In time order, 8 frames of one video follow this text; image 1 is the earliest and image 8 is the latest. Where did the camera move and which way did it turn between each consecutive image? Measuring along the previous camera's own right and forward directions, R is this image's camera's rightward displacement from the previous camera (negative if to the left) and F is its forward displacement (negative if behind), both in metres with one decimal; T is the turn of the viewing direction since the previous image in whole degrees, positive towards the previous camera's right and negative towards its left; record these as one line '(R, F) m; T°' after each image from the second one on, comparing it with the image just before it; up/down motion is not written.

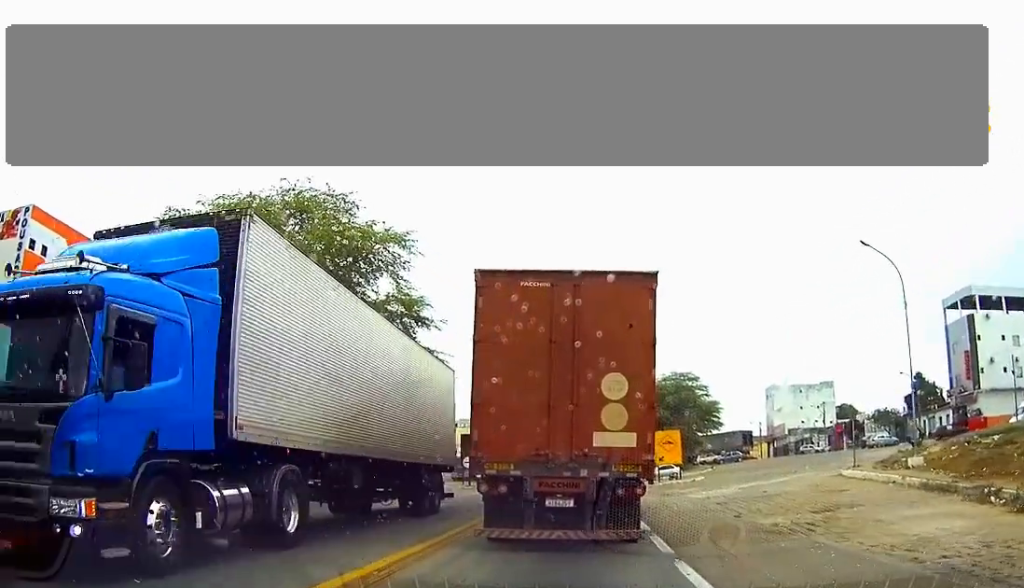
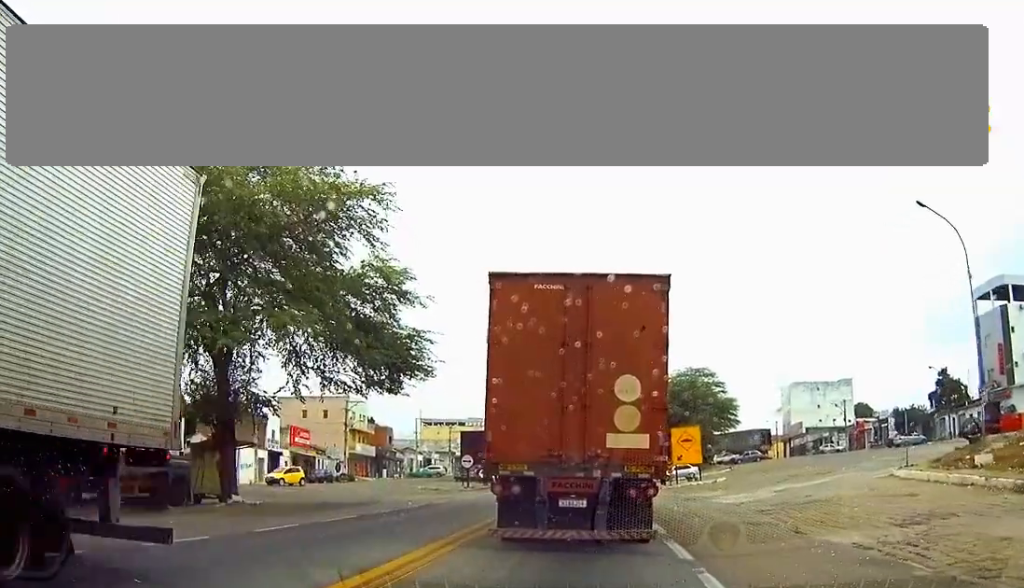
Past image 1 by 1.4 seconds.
(-0.1, +5.6) m; +1°
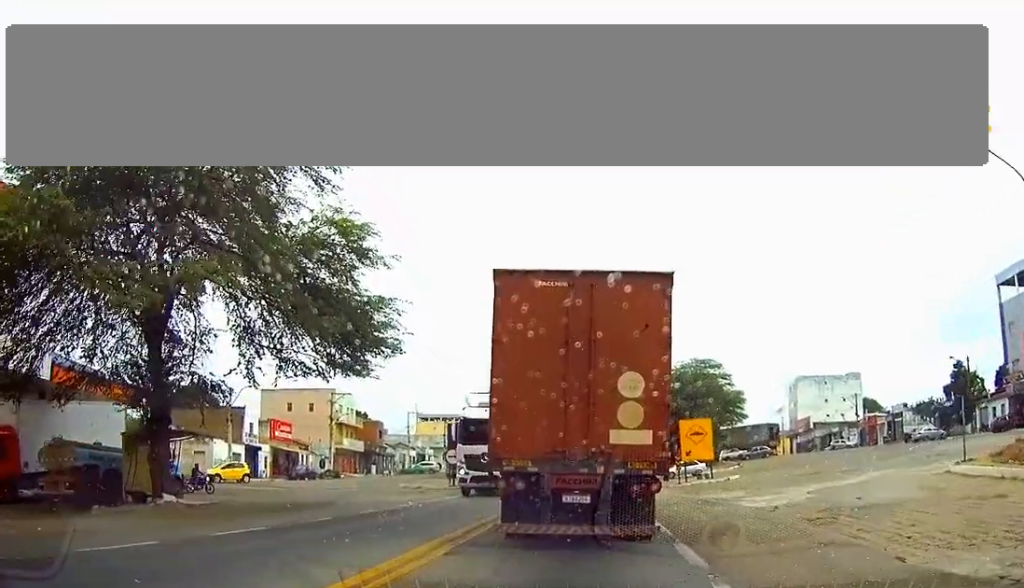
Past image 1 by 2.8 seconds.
(+0.1, +5.4) m; -1°
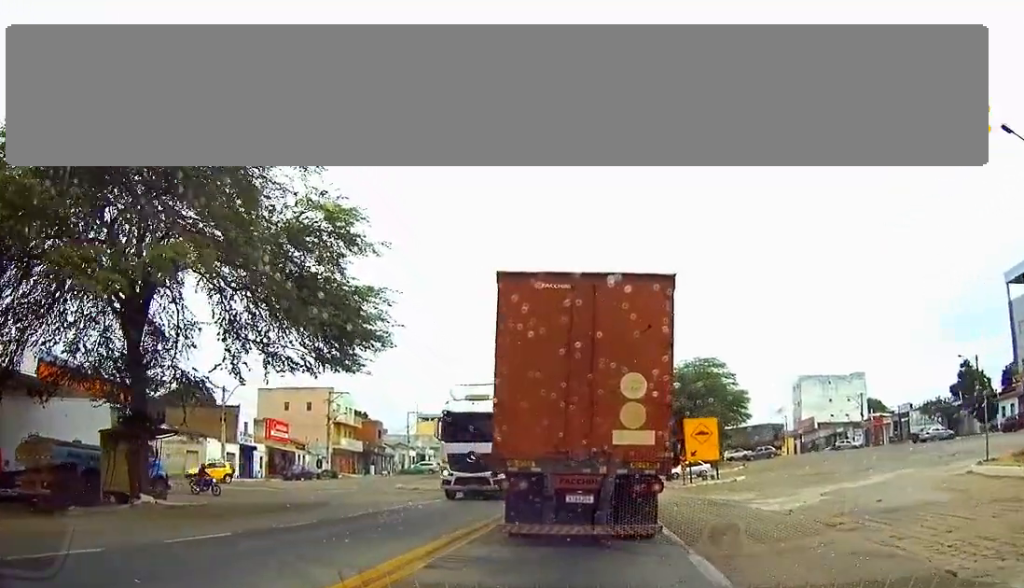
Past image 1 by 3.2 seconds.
(0.0, +1.6) m; -1°
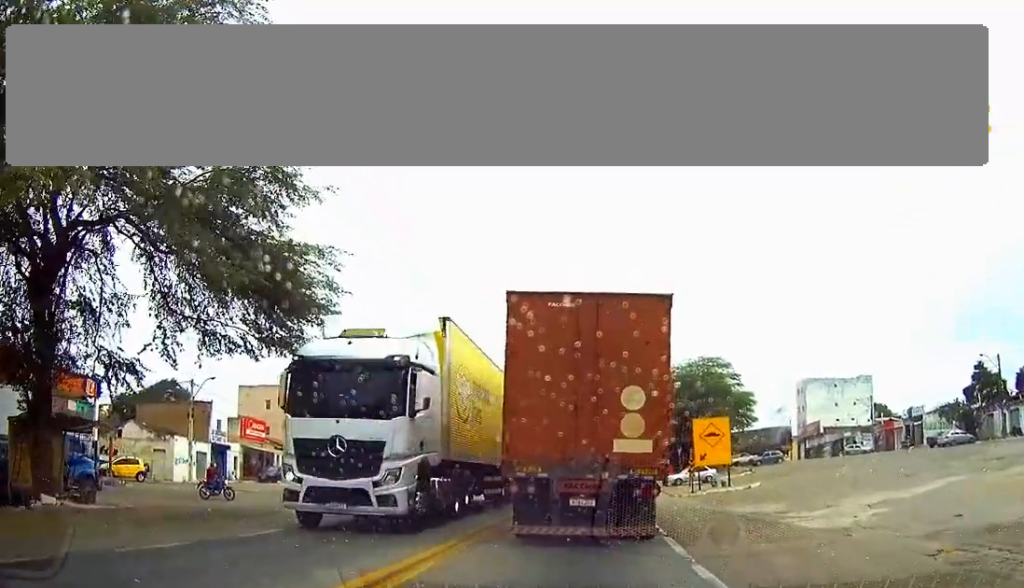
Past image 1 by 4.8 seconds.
(-0.2, +5.3) m; 0°
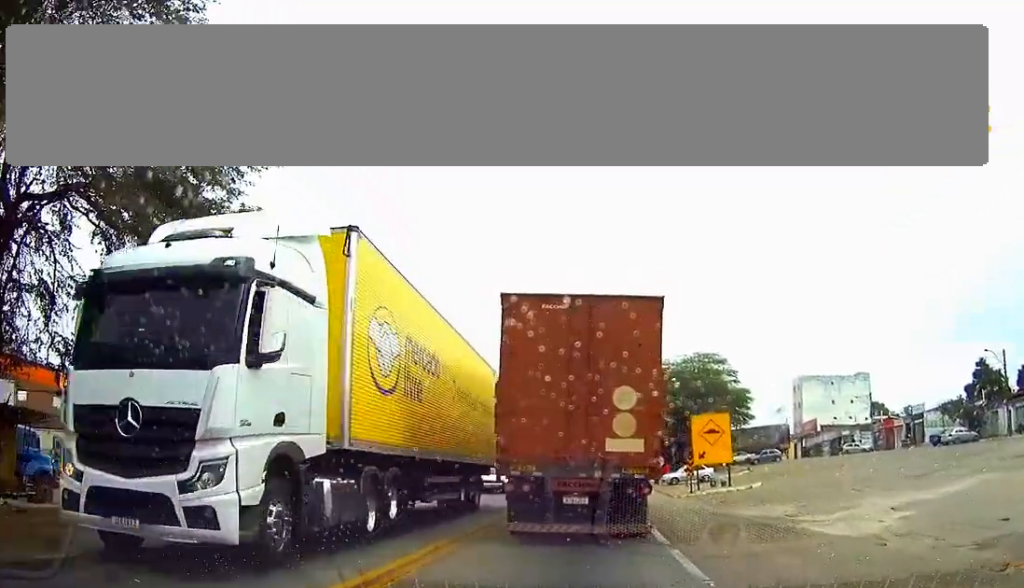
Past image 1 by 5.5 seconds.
(+0.1, +2.3) m; +3°
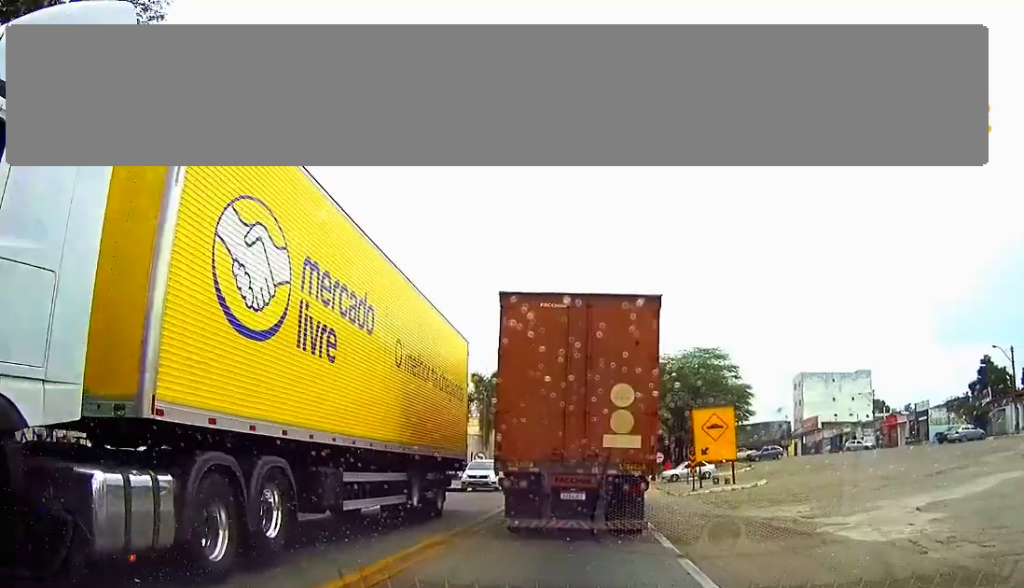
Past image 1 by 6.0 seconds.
(0.0, +1.7) m; +2°
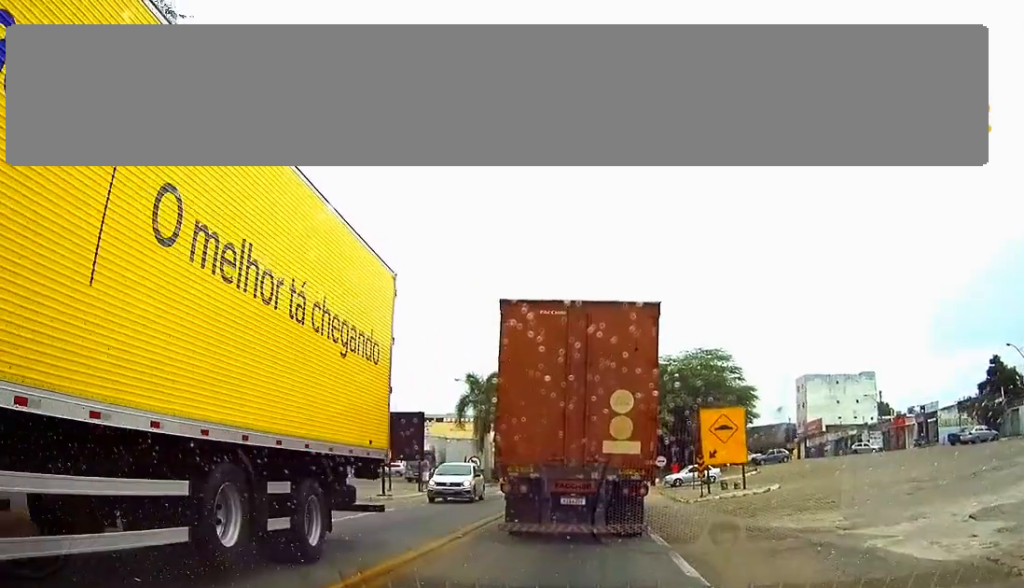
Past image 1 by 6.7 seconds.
(+0.1, +3.0) m; 0°
